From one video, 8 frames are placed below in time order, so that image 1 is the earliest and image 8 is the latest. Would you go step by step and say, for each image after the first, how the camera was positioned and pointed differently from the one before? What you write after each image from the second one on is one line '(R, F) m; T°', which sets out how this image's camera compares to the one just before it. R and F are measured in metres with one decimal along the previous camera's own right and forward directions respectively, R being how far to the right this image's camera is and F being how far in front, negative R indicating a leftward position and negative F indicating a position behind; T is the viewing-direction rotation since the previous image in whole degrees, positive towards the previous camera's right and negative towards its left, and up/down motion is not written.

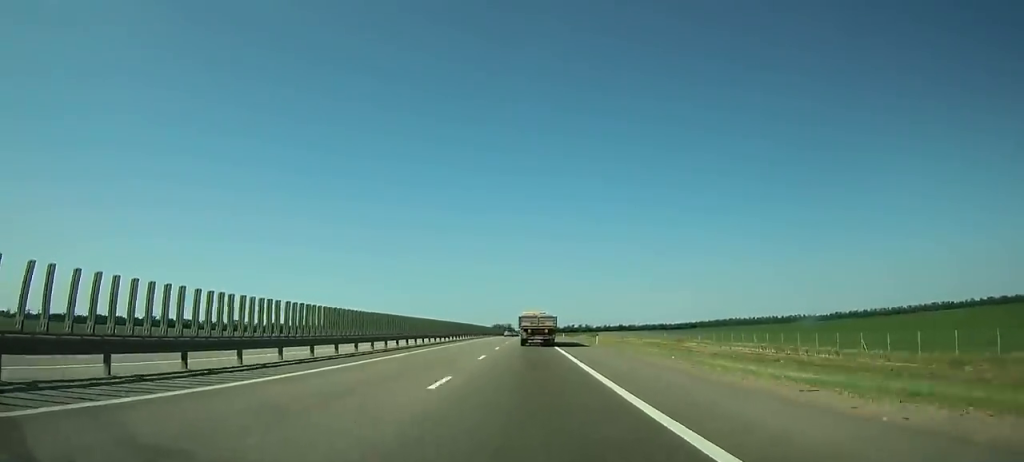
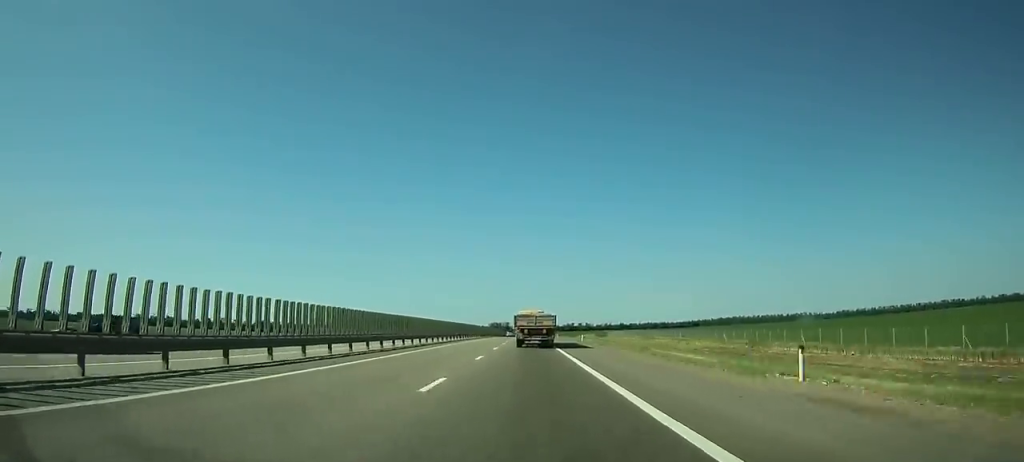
(0.0, +36.1) m; 0°
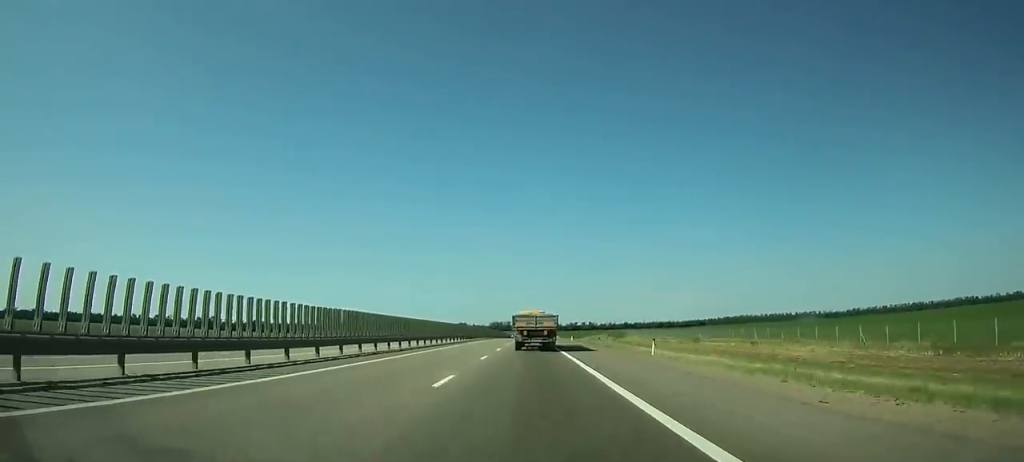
(0.0, +33.7) m; 0°
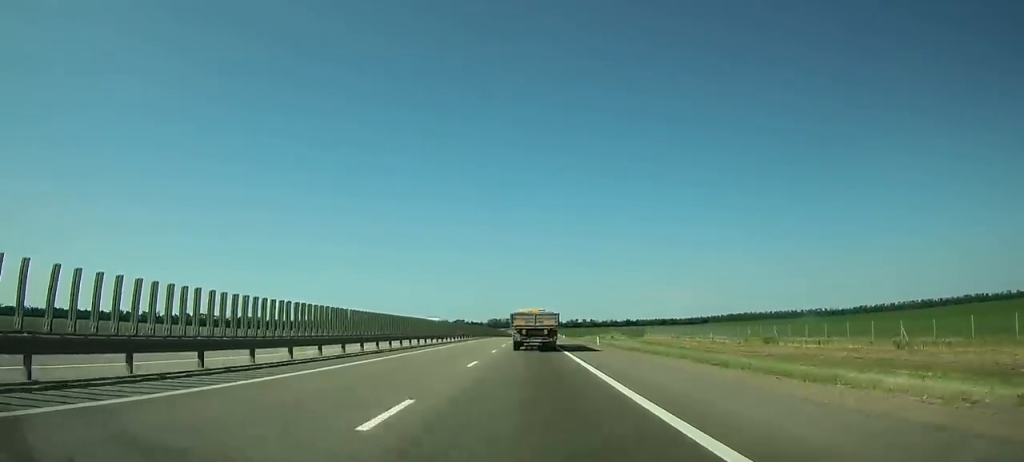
(-0.2, +29.0) m; 0°
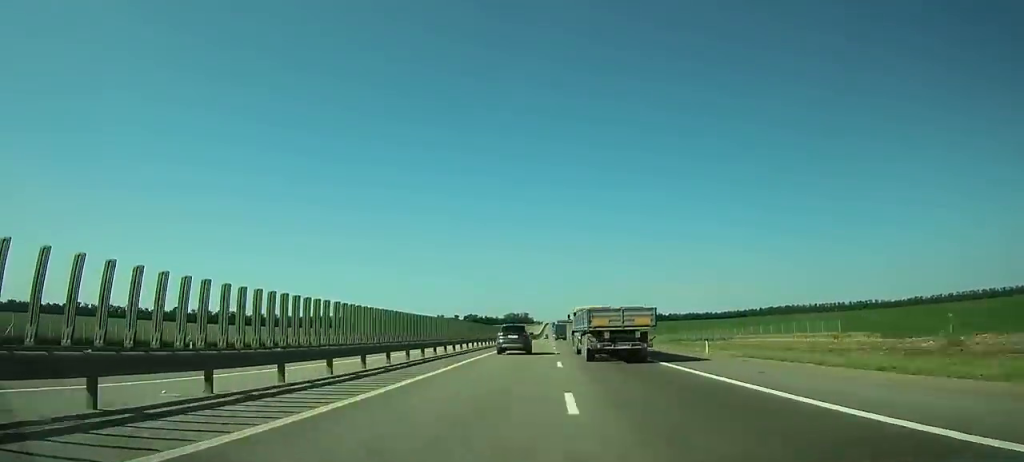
(-0.3, +116.2) m; 0°
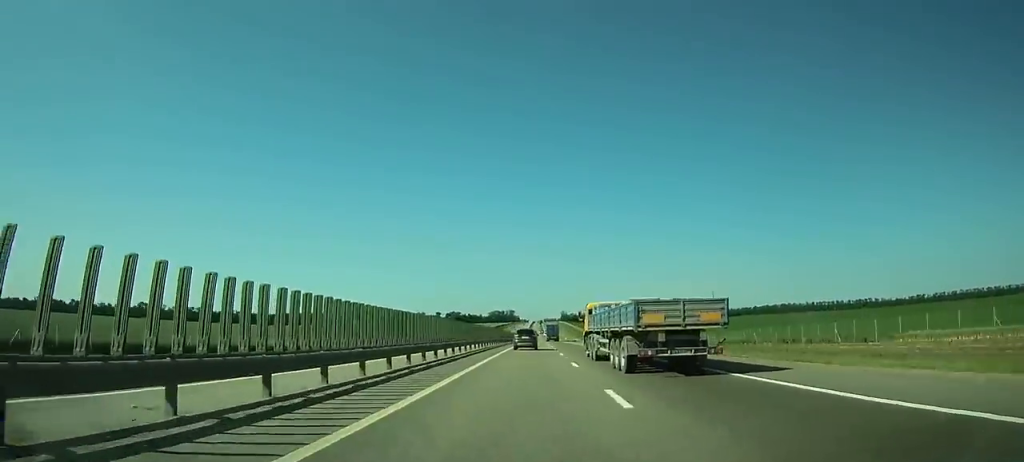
(0.0, +47.6) m; 0°
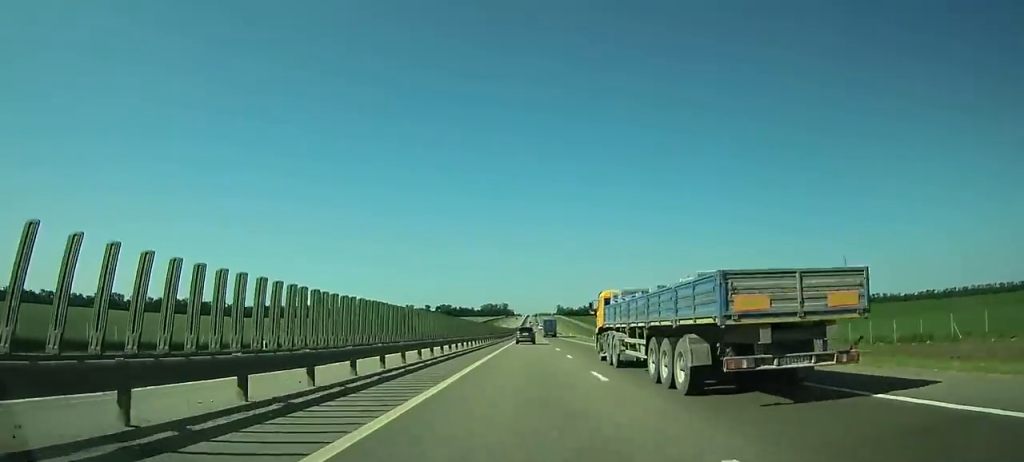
(+0.2, +44.2) m; 0°
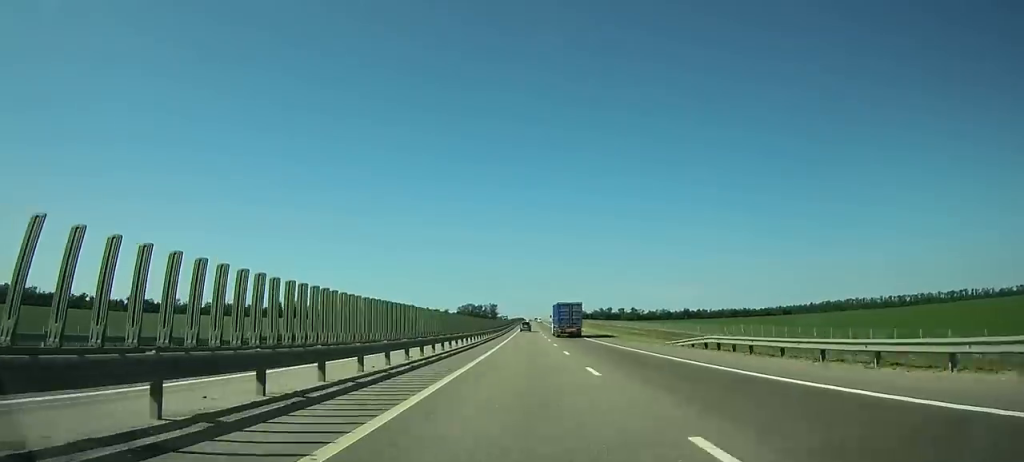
(+1.6, +240.7) m; 0°
